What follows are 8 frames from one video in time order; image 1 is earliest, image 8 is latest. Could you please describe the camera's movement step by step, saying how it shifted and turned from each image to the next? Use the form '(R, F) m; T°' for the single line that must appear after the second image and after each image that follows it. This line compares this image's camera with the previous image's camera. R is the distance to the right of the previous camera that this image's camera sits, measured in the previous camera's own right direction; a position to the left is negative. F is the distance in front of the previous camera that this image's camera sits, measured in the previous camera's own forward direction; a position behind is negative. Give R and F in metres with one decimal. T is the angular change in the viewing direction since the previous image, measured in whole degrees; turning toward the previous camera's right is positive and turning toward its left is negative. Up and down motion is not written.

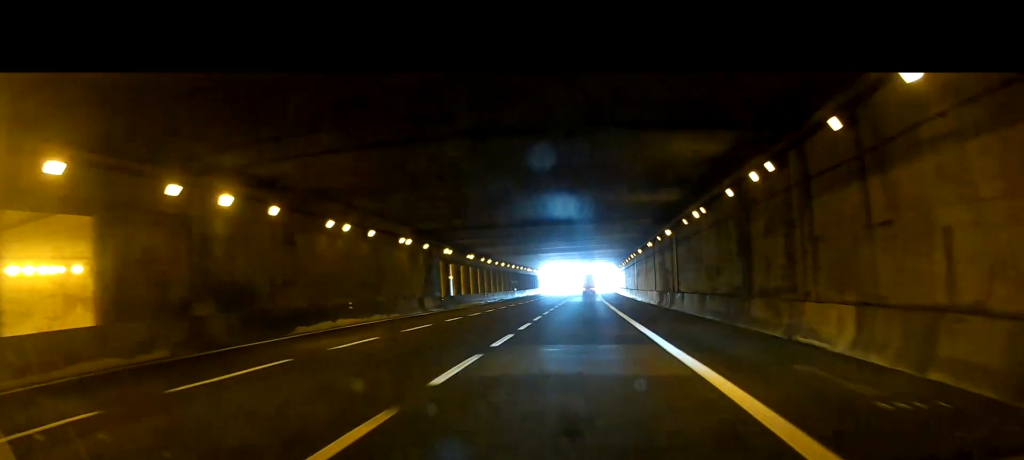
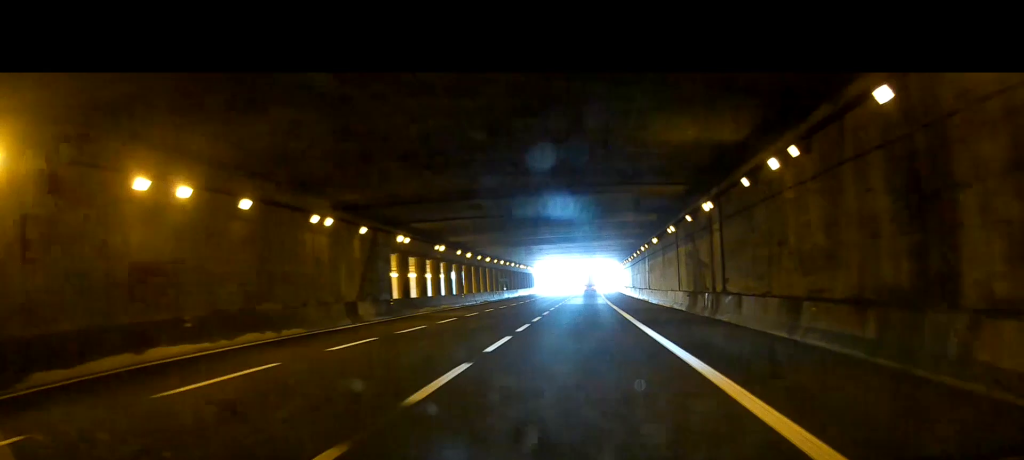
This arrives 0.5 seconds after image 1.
(0.0, +12.6) m; 0°
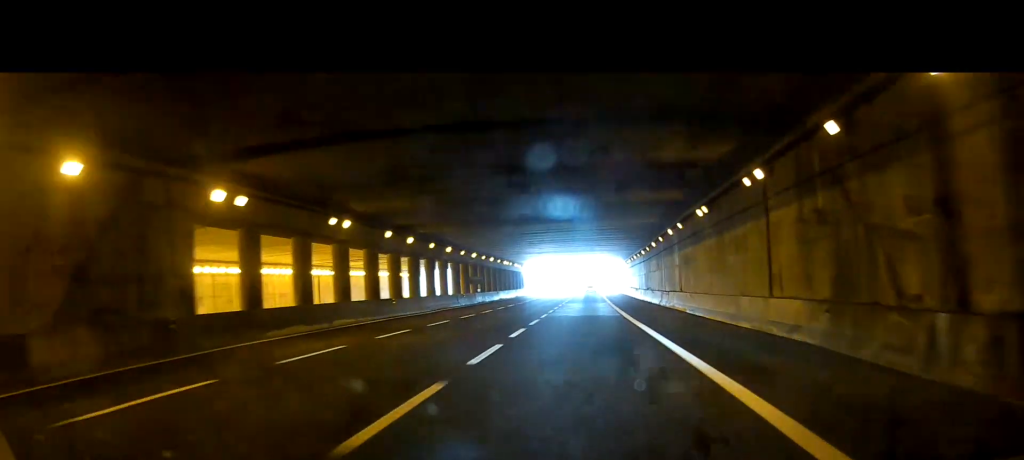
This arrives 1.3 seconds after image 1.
(0.0, +19.5) m; 0°
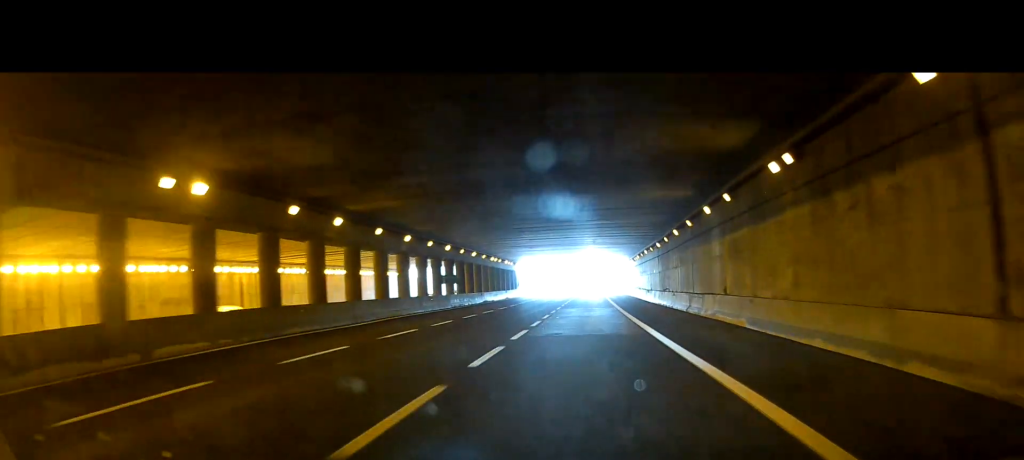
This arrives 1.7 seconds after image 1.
(0.0, +11.9) m; 0°
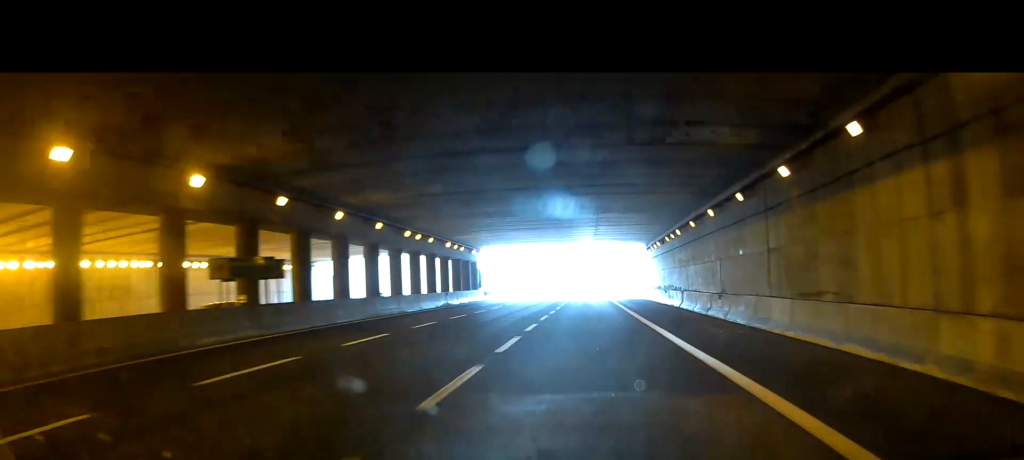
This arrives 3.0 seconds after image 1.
(0.0, +32.8) m; 0°
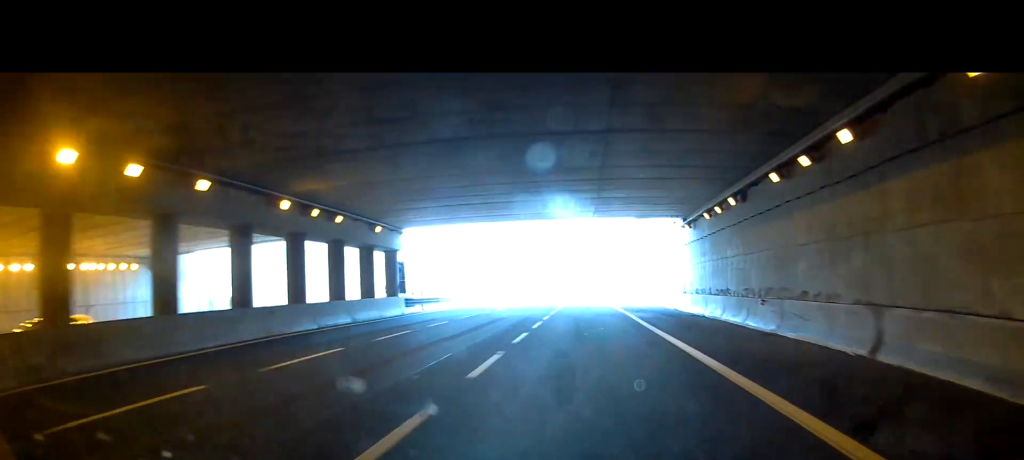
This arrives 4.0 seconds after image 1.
(0.0, +27.0) m; 0°
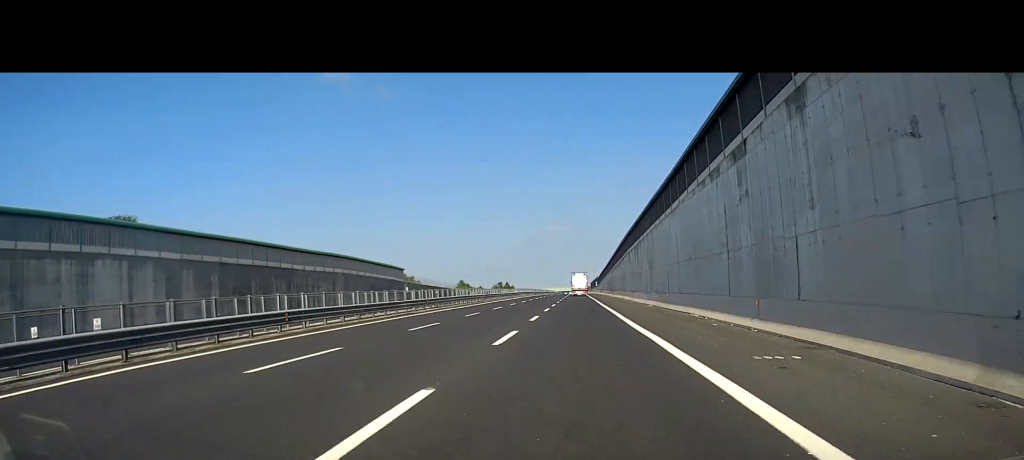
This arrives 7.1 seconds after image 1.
(0.0, +80.9) m; 0°
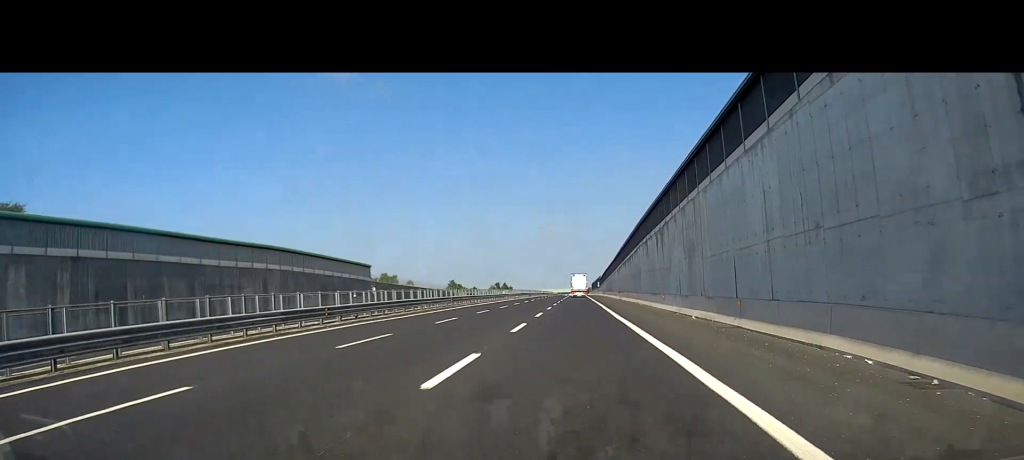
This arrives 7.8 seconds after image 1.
(0.0, +18.5) m; 0°
